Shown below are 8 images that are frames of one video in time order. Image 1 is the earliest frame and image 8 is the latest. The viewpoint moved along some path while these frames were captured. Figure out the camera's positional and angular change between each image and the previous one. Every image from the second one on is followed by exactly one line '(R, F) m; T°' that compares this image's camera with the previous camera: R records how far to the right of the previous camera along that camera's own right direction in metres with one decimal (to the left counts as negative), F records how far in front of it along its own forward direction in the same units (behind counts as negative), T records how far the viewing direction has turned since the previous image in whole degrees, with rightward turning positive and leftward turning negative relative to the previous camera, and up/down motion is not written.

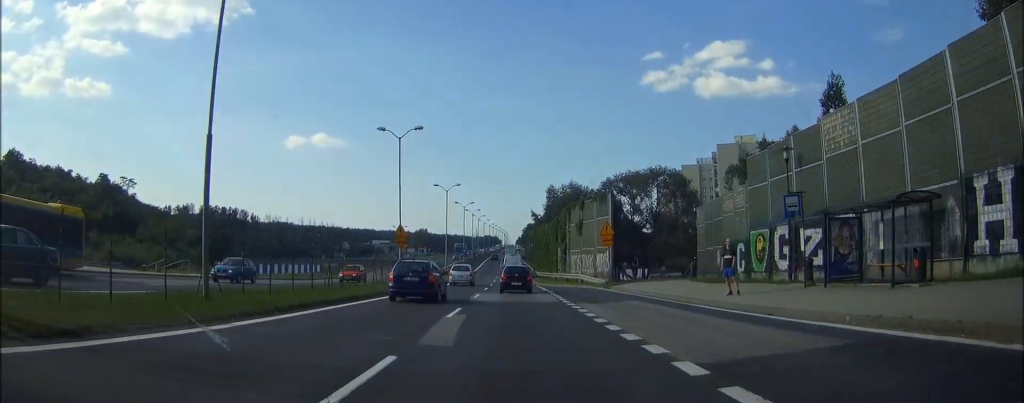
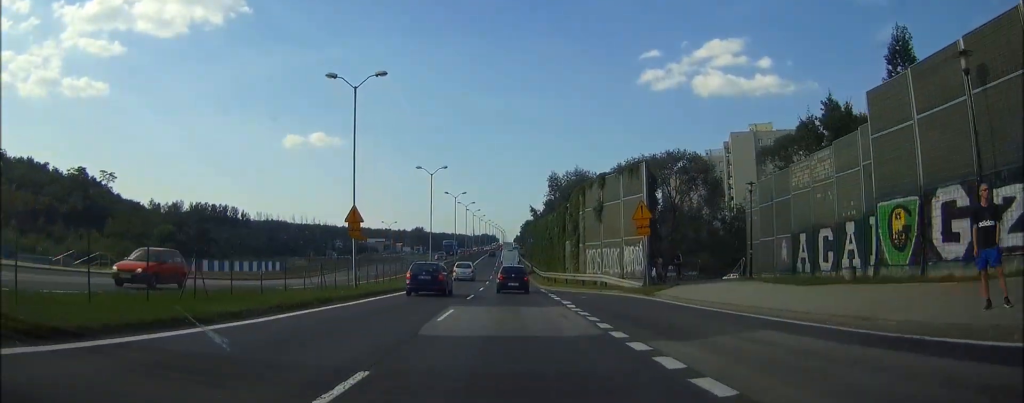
(0.0, +13.0) m; 0°
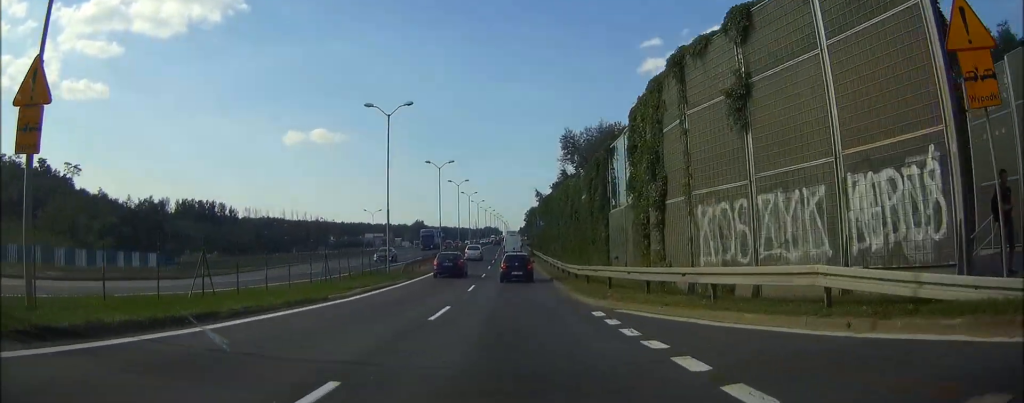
(+0.1, +24.5) m; 0°
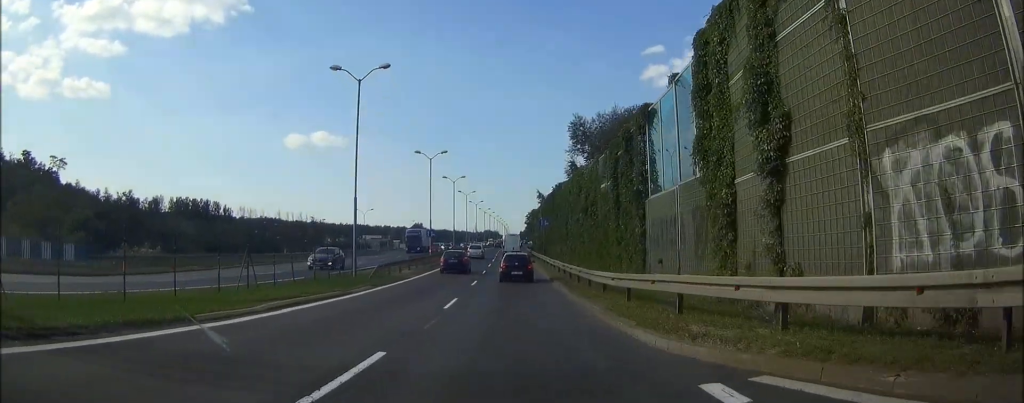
(0.0, +9.2) m; 0°
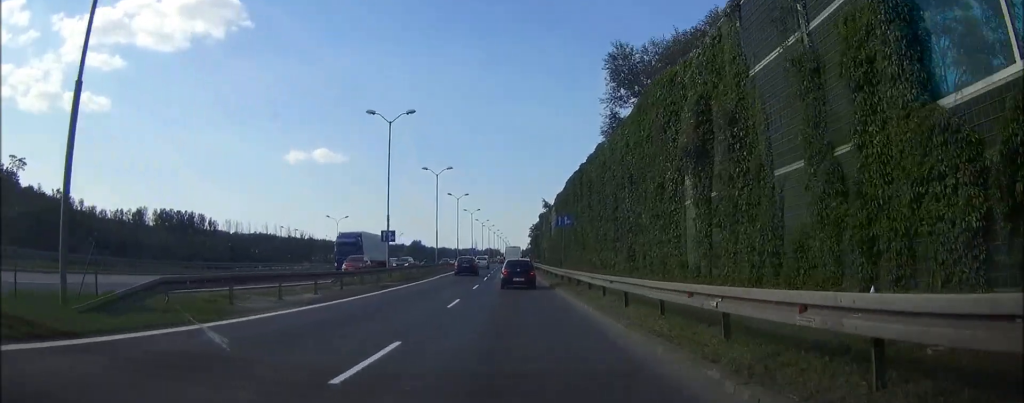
(0.0, +23.7) m; 0°
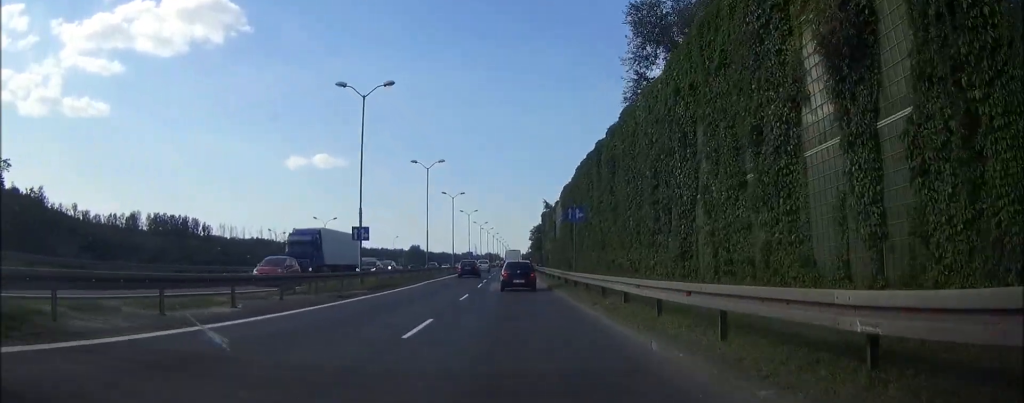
(+0.1, +7.9) m; 0°
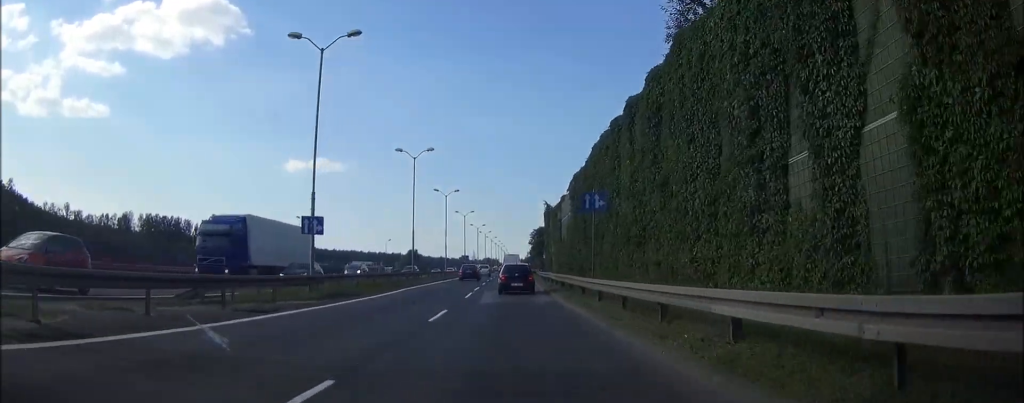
(0.0, +8.5) m; 0°
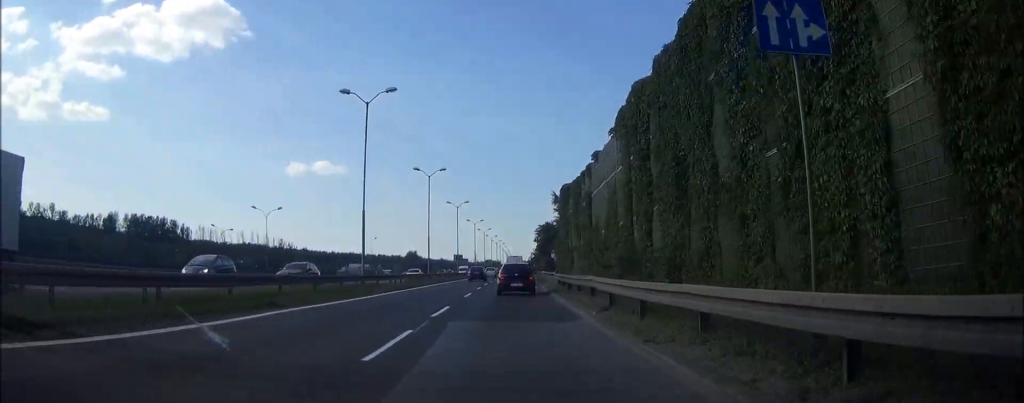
(-0.1, +19.2) m; 0°
